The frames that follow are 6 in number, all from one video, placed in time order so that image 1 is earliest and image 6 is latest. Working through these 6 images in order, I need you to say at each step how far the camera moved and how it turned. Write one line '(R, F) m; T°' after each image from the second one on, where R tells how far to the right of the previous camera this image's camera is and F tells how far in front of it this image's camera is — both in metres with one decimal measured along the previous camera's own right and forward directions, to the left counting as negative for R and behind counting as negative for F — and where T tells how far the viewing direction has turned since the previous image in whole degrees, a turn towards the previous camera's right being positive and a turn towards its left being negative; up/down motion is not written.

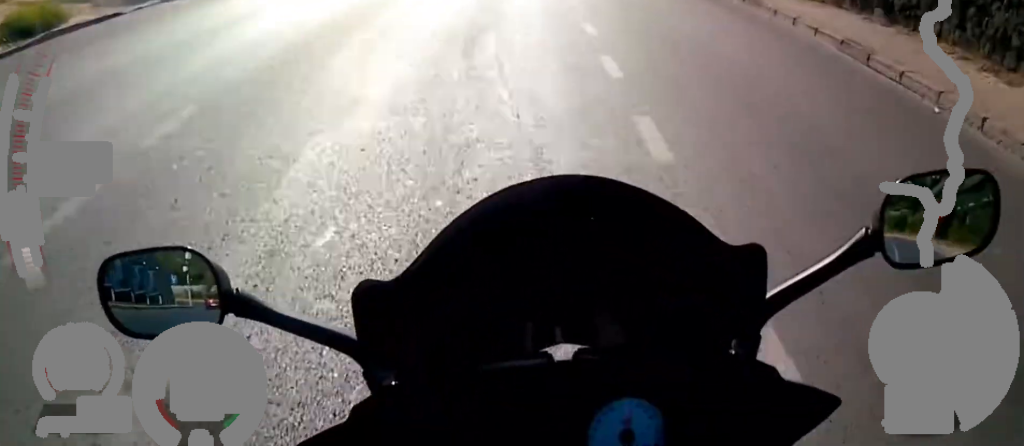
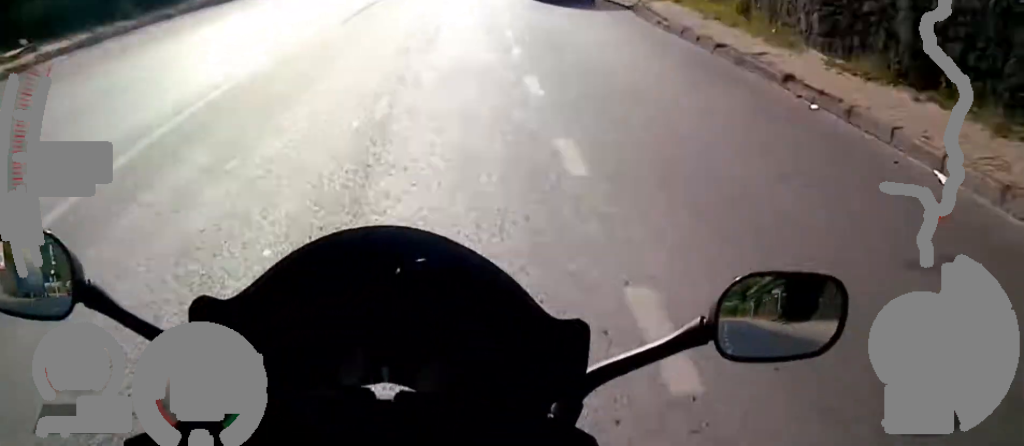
(0.0, +16.5) m; 0°
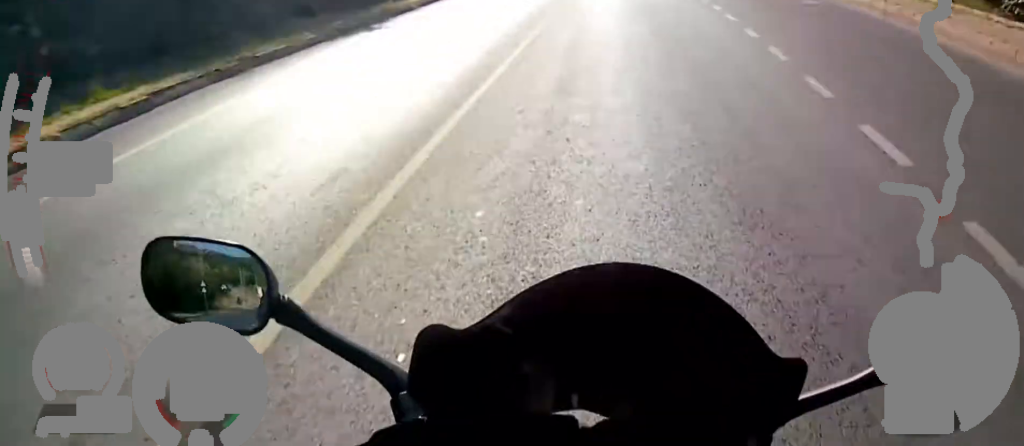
(-0.6, +41.7) m; -1°
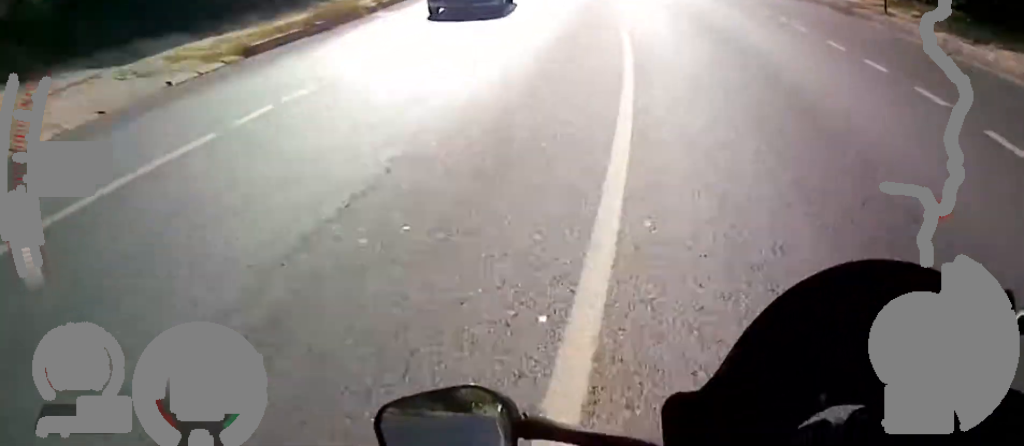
(+0.6, +33.9) m; -5°
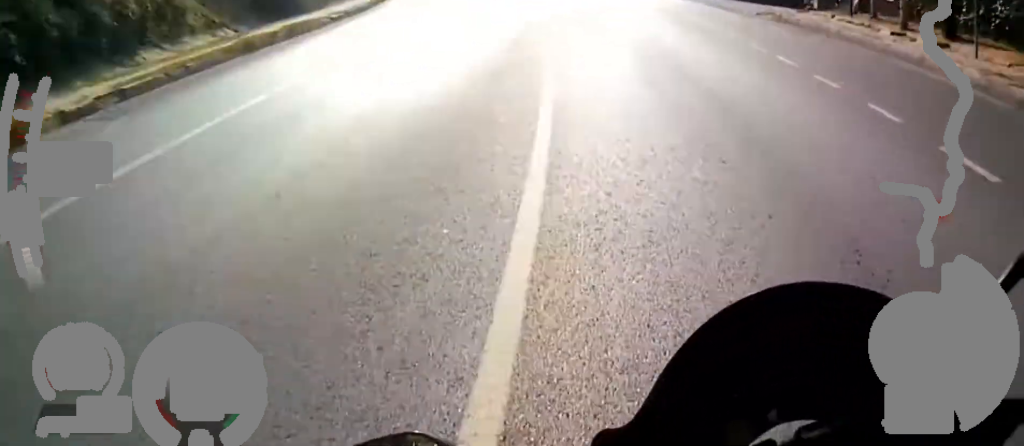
(+0.9, +8.8) m; -4°
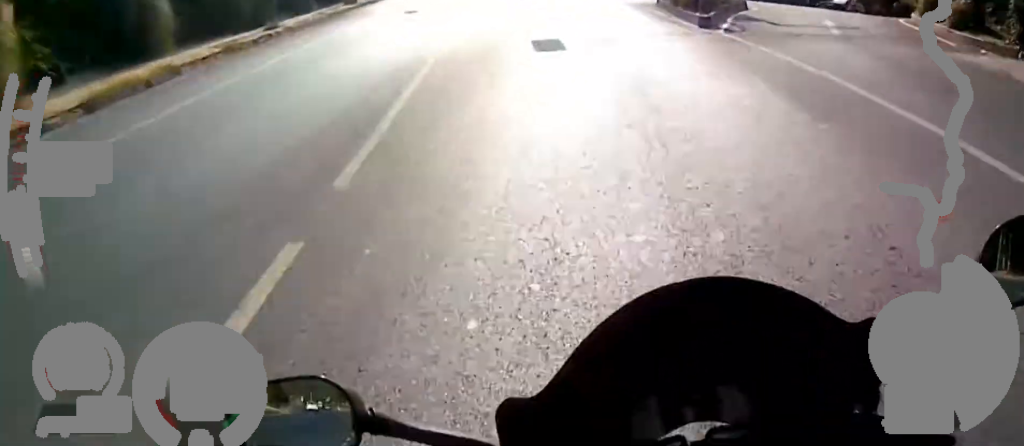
(-4.3, +23.9) m; -11°
